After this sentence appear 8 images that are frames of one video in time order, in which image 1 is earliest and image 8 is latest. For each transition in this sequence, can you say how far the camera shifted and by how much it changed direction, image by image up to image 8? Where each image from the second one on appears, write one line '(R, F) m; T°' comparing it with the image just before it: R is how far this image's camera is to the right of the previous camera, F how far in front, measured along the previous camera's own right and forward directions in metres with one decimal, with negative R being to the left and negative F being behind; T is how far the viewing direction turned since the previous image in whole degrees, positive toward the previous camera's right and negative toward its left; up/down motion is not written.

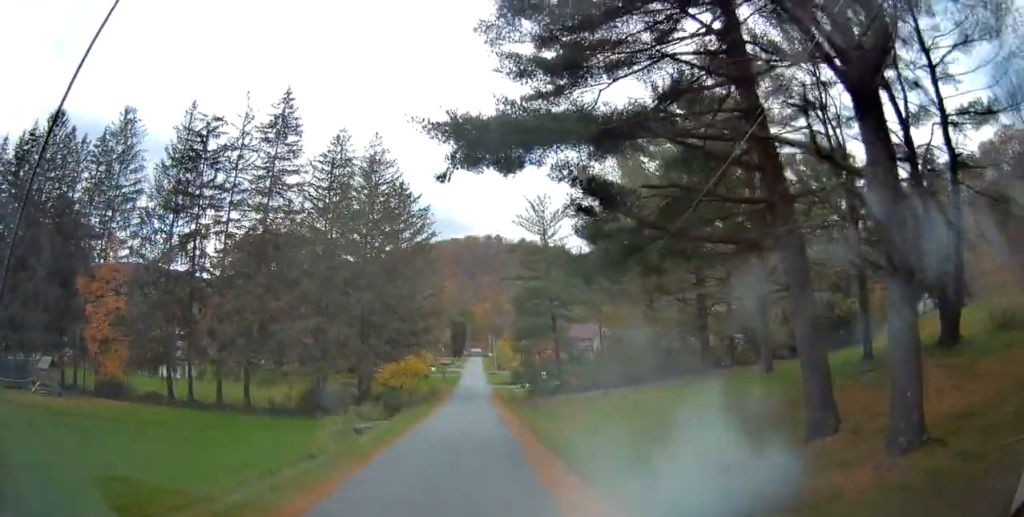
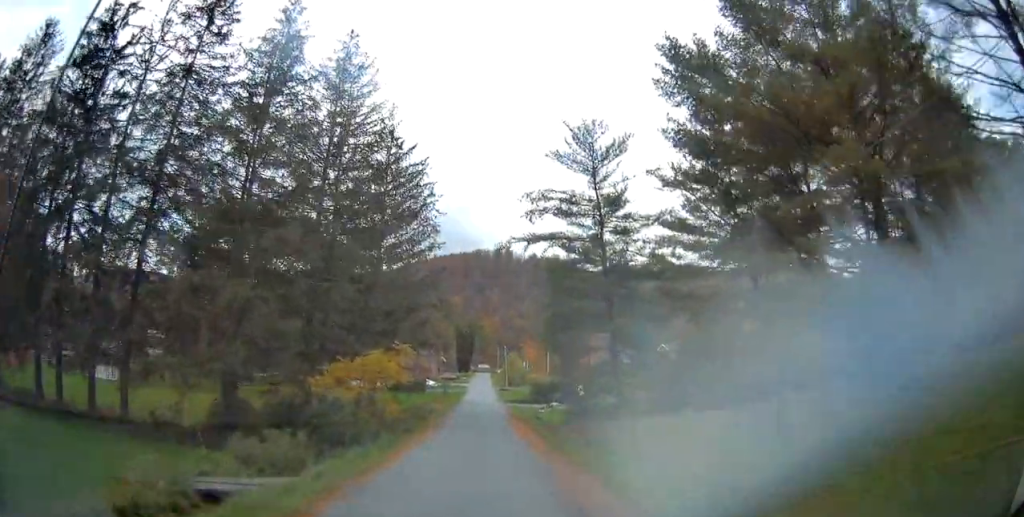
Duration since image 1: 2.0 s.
(+0.4, +19.6) m; +3°
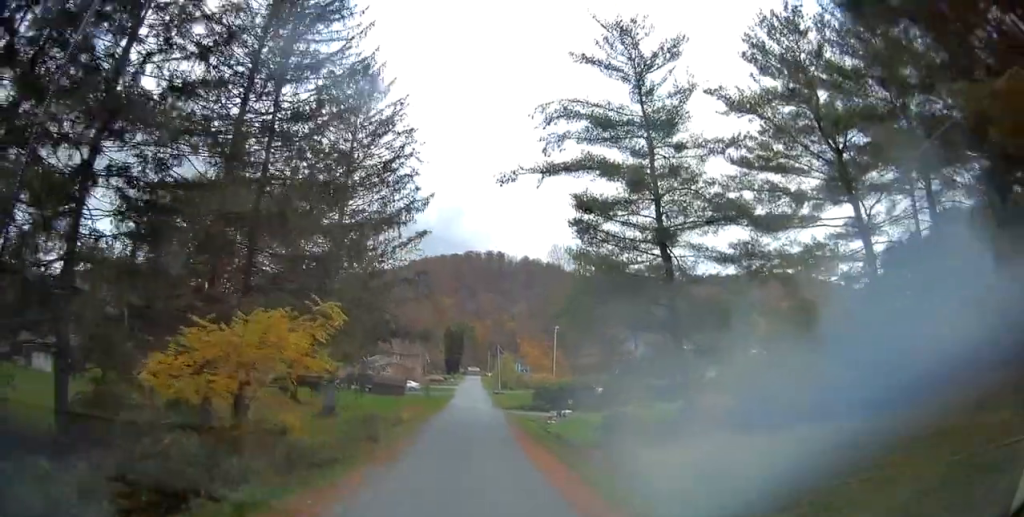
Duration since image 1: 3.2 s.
(+0.2, +12.2) m; -1°
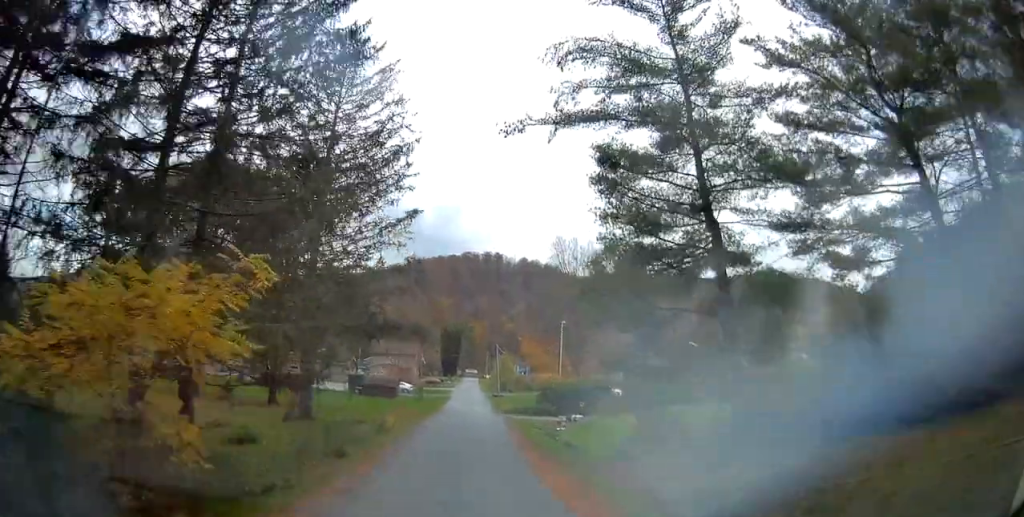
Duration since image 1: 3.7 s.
(-0.1, +5.0) m; -1°
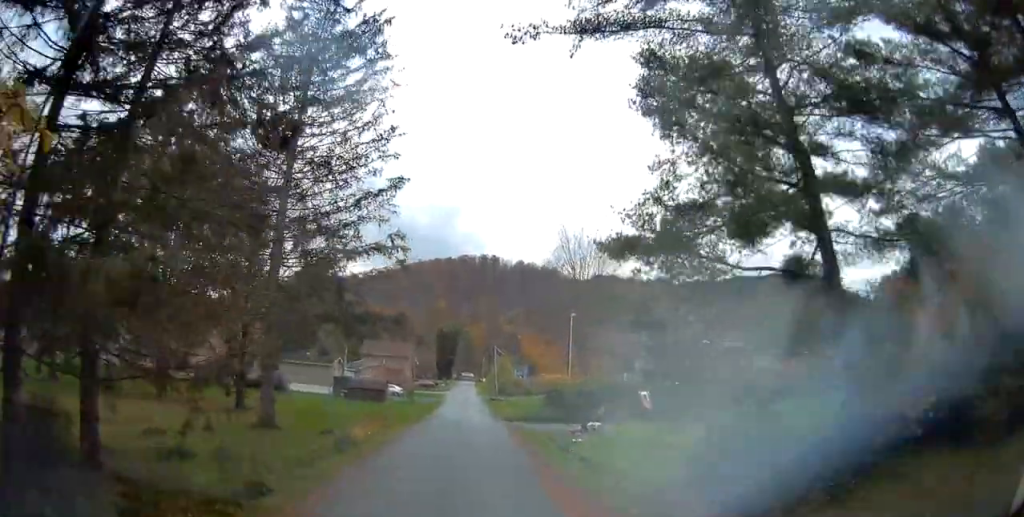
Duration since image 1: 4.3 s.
(0.0, +5.9) m; 0°
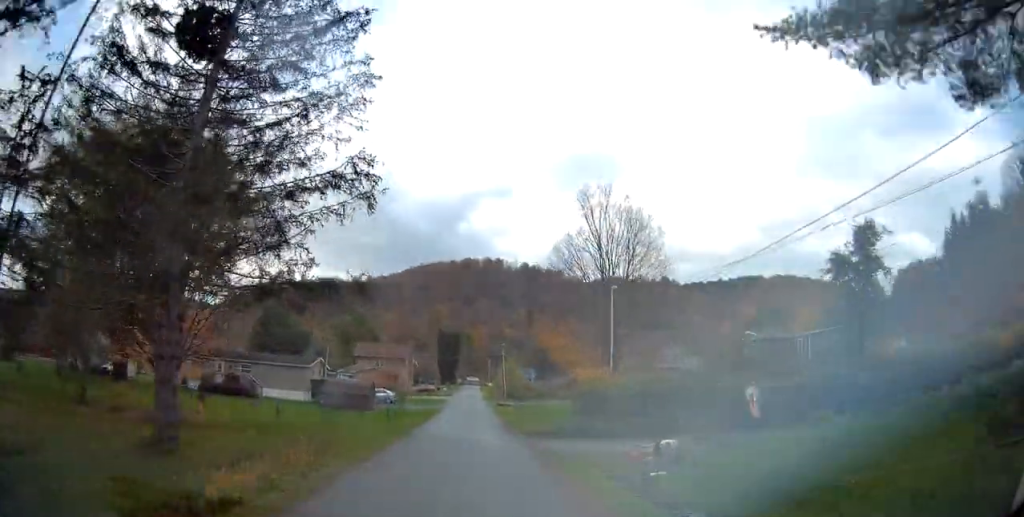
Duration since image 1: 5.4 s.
(0.0, +10.4) m; 0°
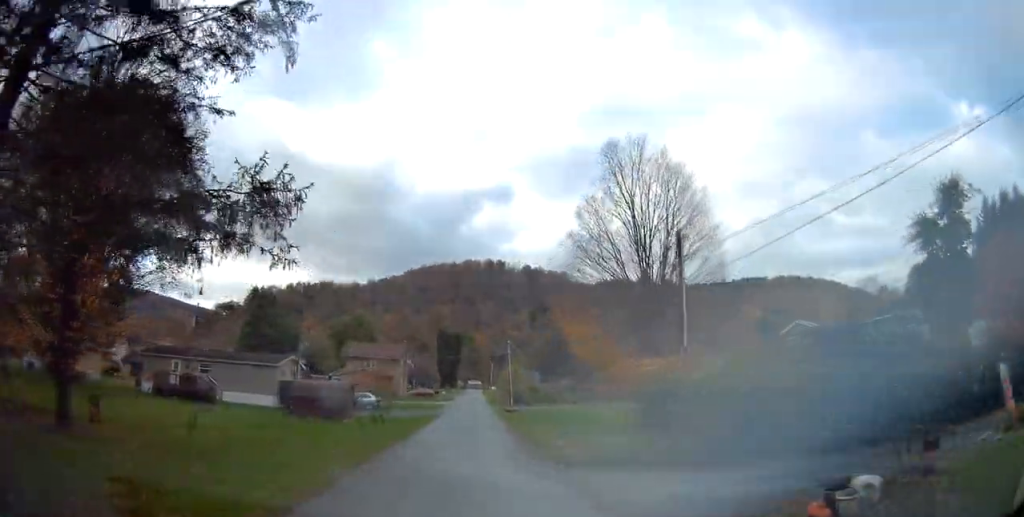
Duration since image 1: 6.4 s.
(0.0, +9.5) m; +1°
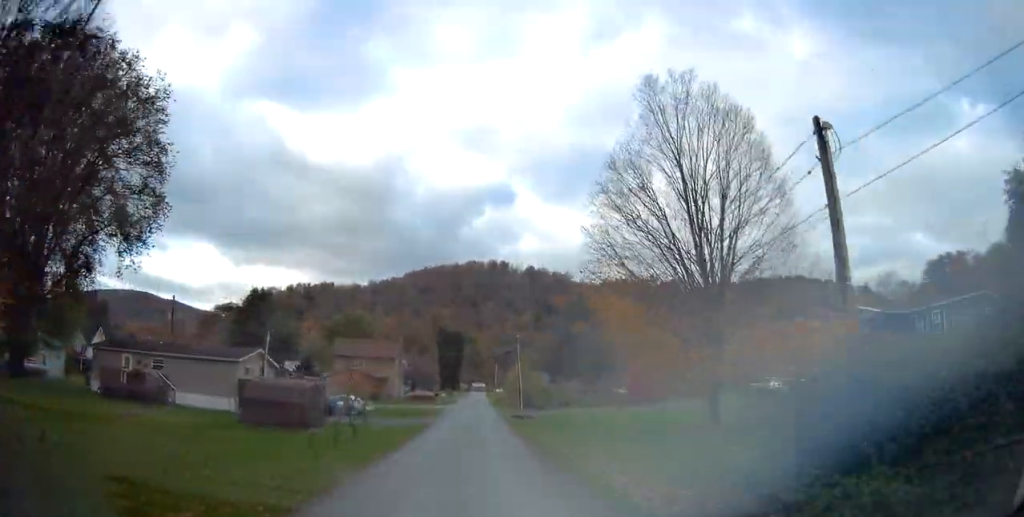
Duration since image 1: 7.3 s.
(+0.2, +8.4) m; +1°
